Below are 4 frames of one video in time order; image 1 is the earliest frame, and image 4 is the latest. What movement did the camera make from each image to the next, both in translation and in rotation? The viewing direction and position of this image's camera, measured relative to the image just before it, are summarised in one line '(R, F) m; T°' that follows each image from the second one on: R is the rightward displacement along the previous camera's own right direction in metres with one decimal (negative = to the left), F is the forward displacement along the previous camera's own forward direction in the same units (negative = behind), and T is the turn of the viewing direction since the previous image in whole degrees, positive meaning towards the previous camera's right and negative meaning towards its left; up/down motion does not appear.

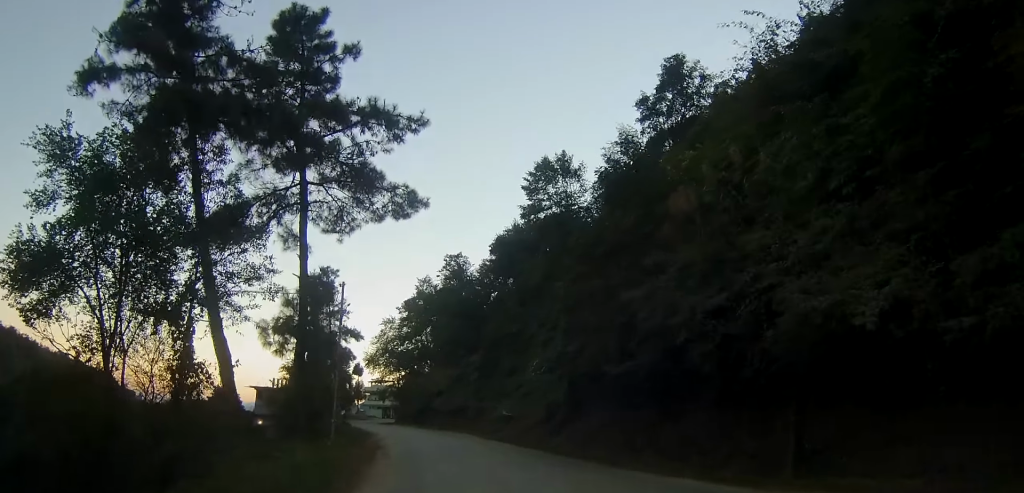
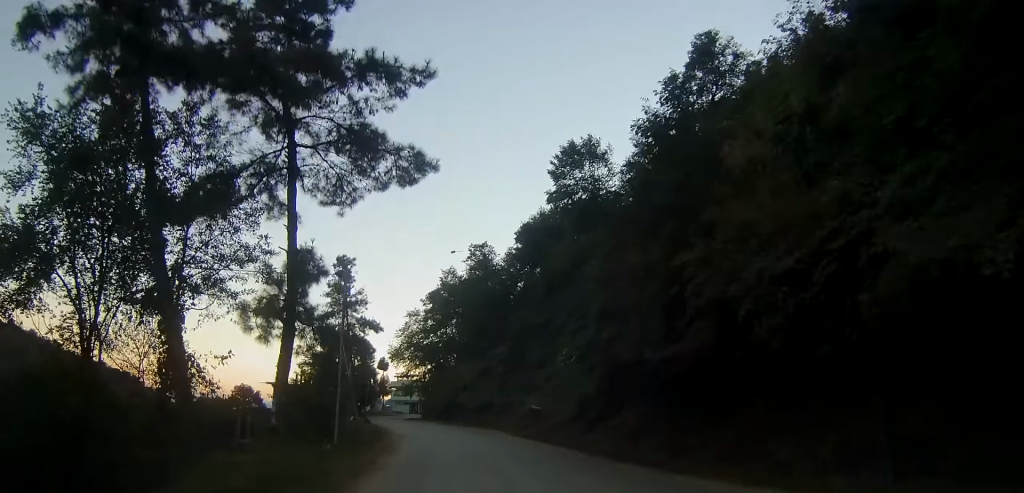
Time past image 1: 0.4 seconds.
(-0.1, +3.2) m; -2°
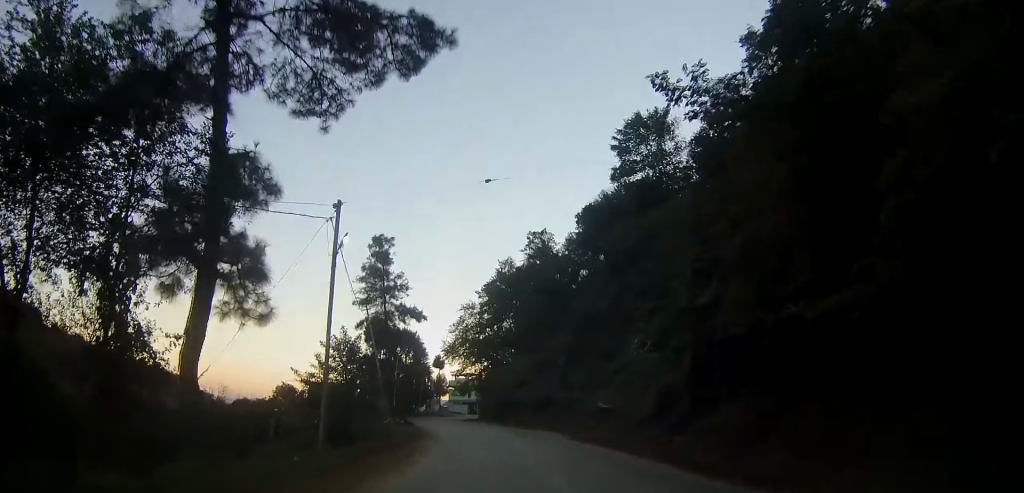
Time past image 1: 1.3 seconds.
(-0.3, +7.1) m; -5°
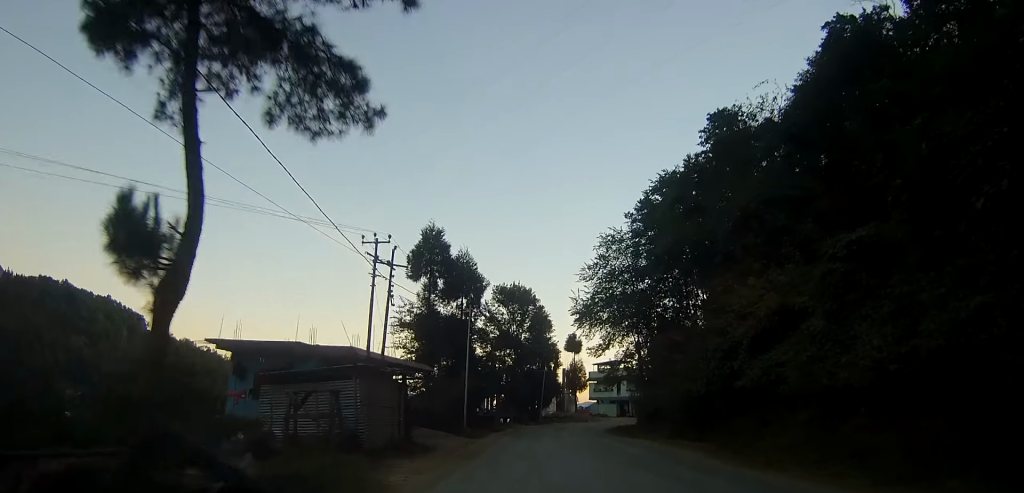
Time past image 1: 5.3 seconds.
(-4.3, +39.1) m; -11°
